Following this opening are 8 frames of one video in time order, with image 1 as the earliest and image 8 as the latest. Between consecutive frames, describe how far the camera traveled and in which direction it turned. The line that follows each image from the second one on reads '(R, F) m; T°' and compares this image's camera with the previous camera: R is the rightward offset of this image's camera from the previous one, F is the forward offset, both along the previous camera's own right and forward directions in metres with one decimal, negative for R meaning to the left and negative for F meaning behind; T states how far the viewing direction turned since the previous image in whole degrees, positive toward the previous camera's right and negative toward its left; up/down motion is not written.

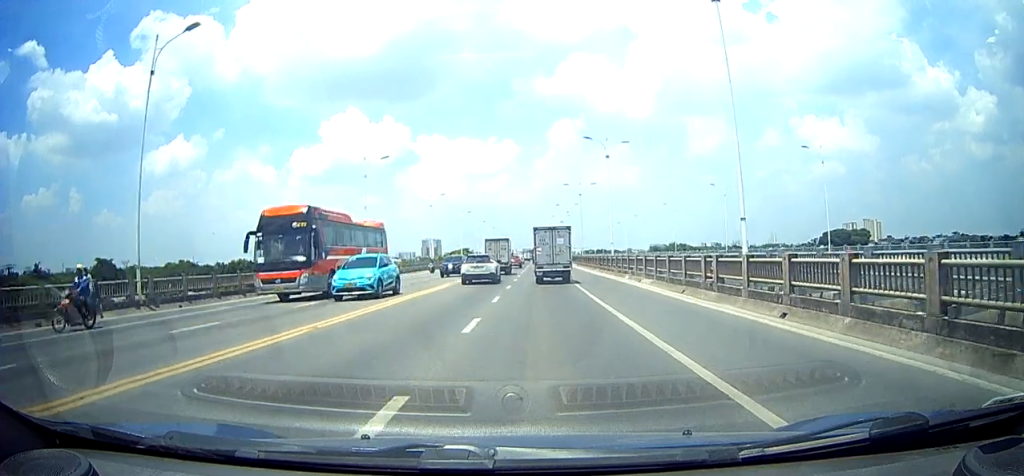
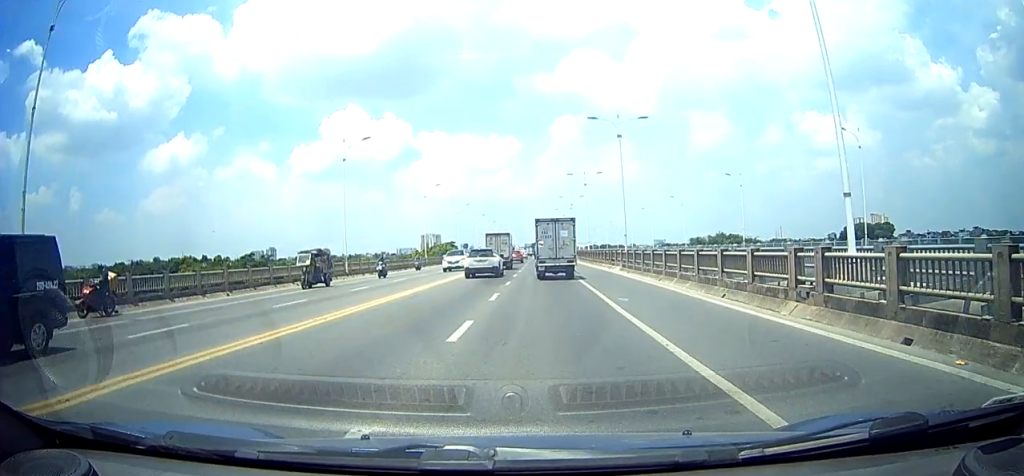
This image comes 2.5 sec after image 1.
(+0.5, +35.6) m; 0°
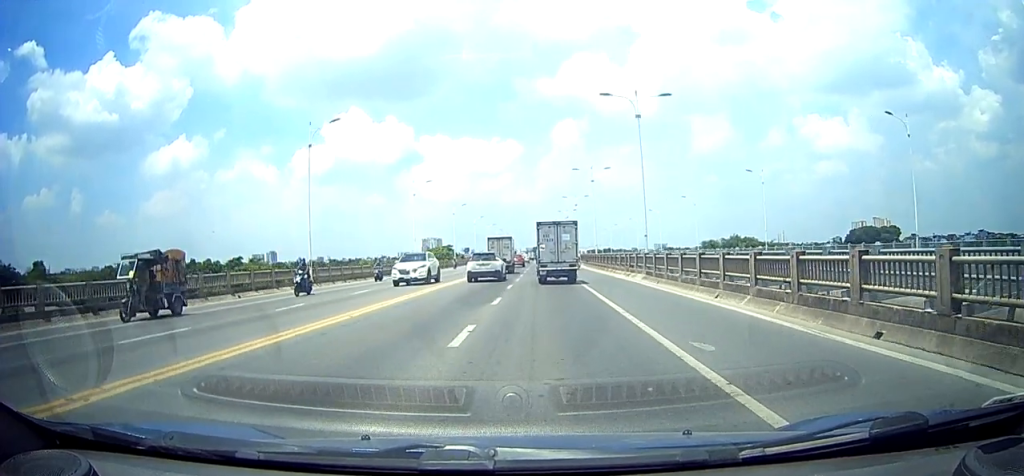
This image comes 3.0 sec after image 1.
(0.0, +7.3) m; 0°
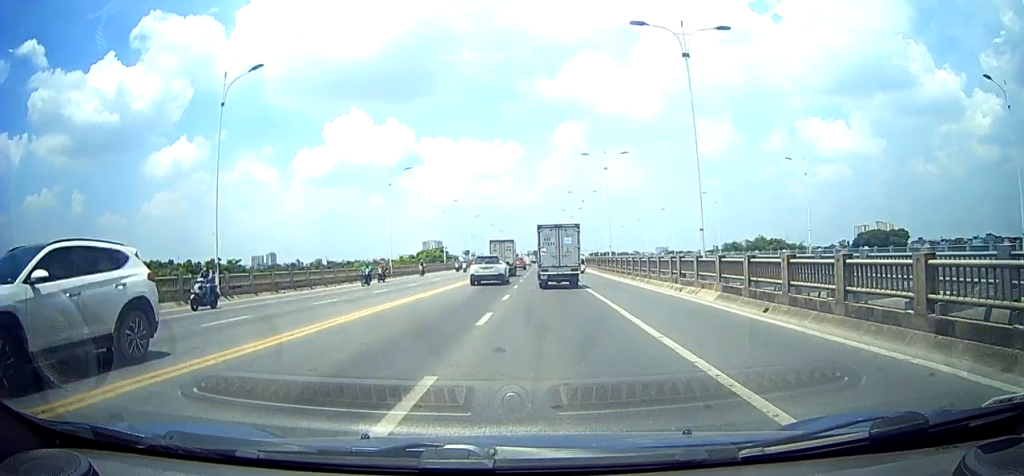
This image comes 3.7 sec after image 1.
(0.0, +10.7) m; 0°
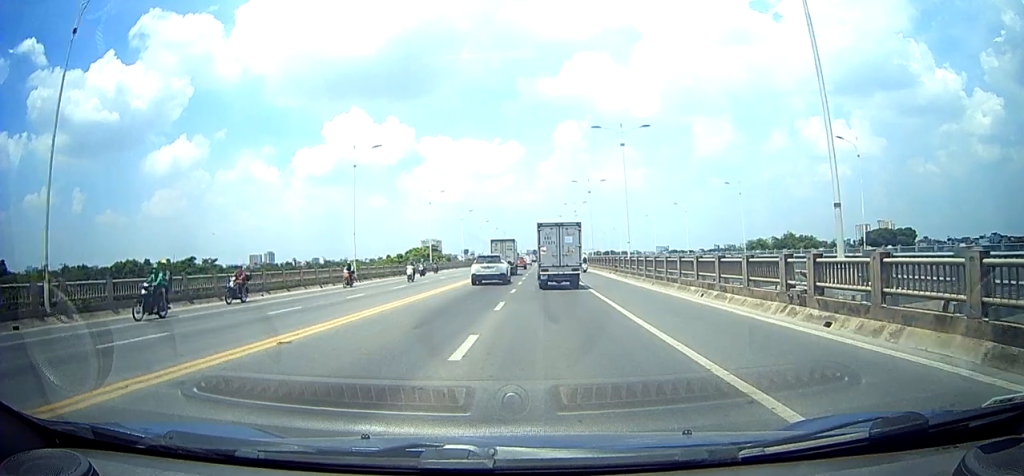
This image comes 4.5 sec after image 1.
(0.0, +11.3) m; 0°
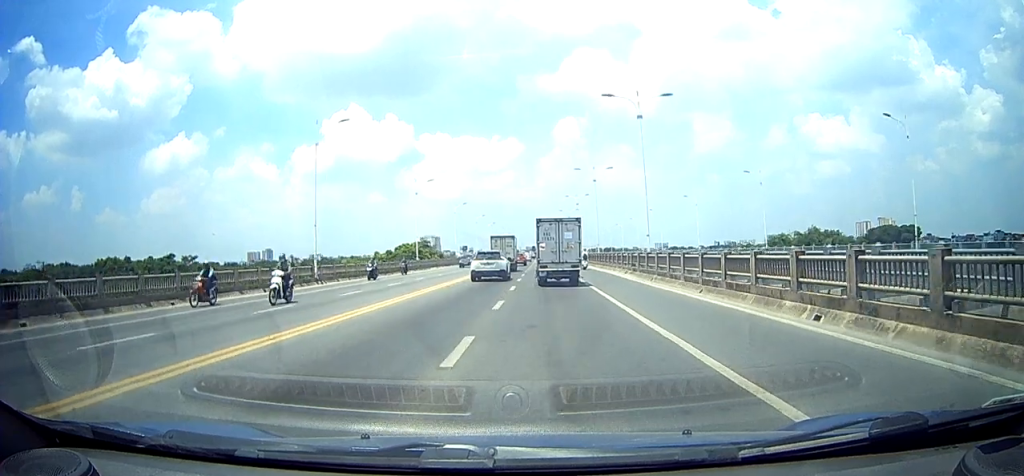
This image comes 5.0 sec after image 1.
(0.0, +7.4) m; 0°
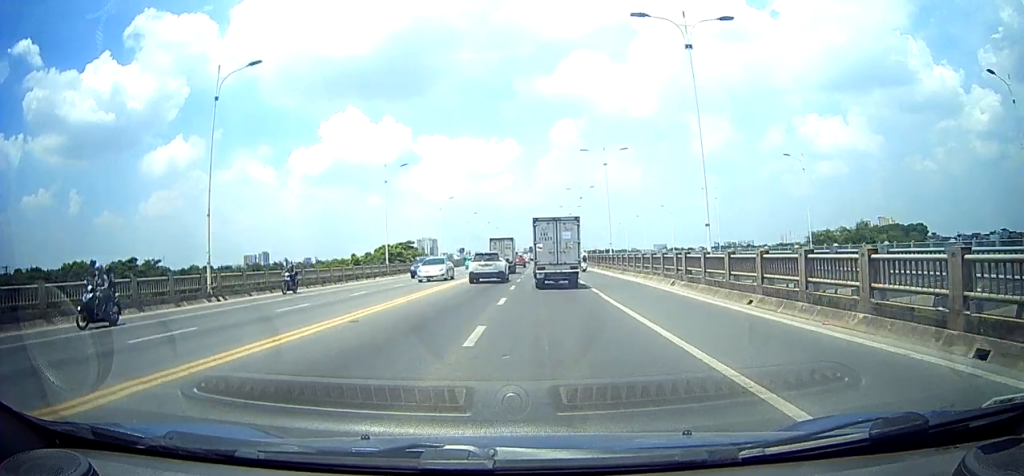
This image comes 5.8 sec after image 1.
(-0.2, +13.4) m; -1°
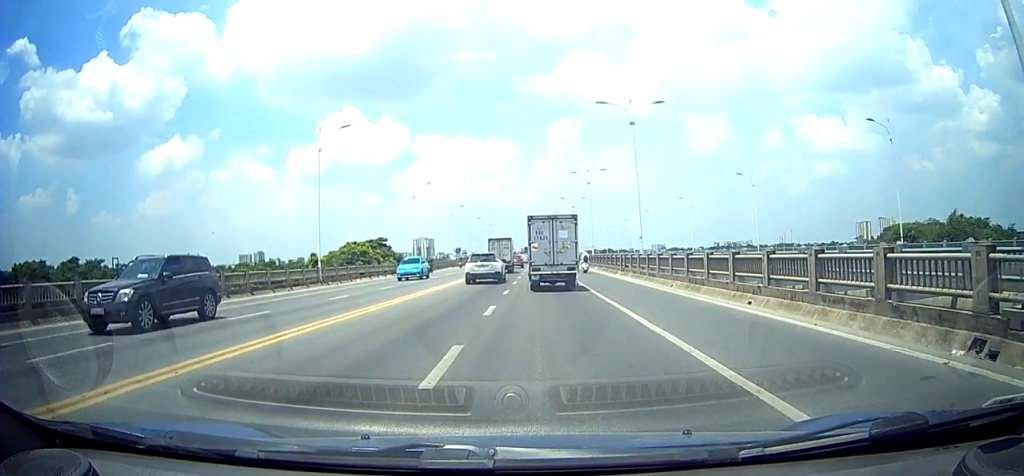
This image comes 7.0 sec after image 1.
(0.0, +17.7) m; 0°
